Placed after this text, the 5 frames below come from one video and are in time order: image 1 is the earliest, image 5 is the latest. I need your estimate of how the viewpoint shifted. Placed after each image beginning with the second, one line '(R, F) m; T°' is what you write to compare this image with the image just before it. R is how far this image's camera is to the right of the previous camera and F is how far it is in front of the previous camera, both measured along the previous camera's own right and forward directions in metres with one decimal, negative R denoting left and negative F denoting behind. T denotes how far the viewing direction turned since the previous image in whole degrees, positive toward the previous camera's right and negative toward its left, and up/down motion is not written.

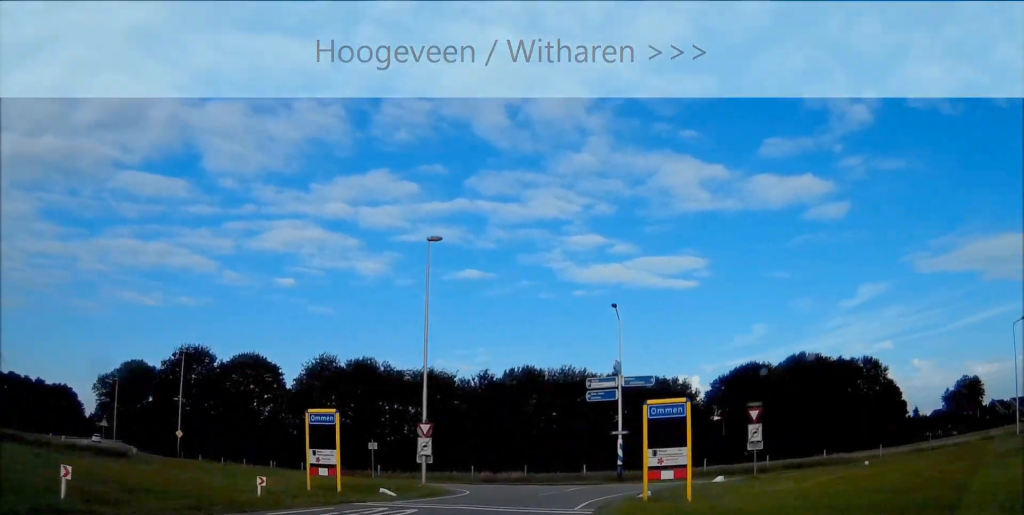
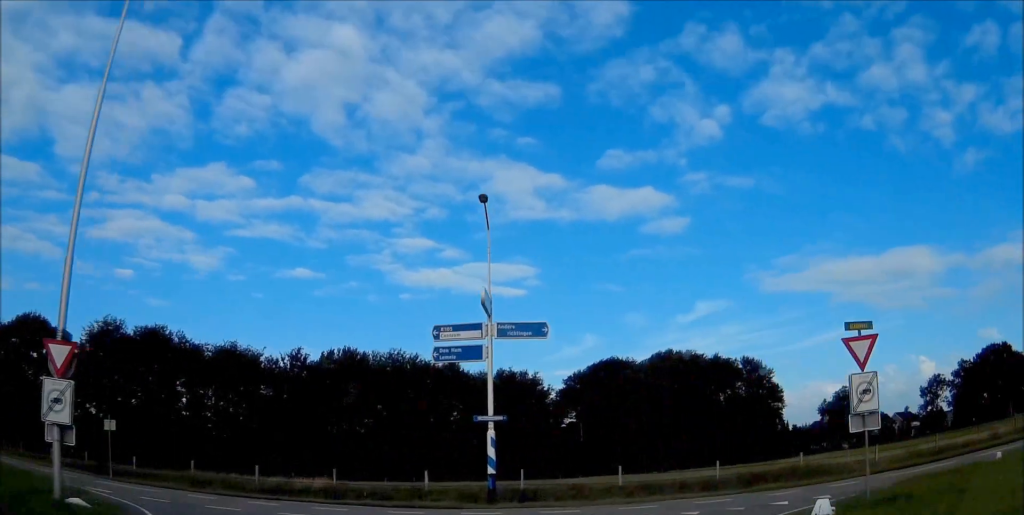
(+2.3, +19.0) m; -12°
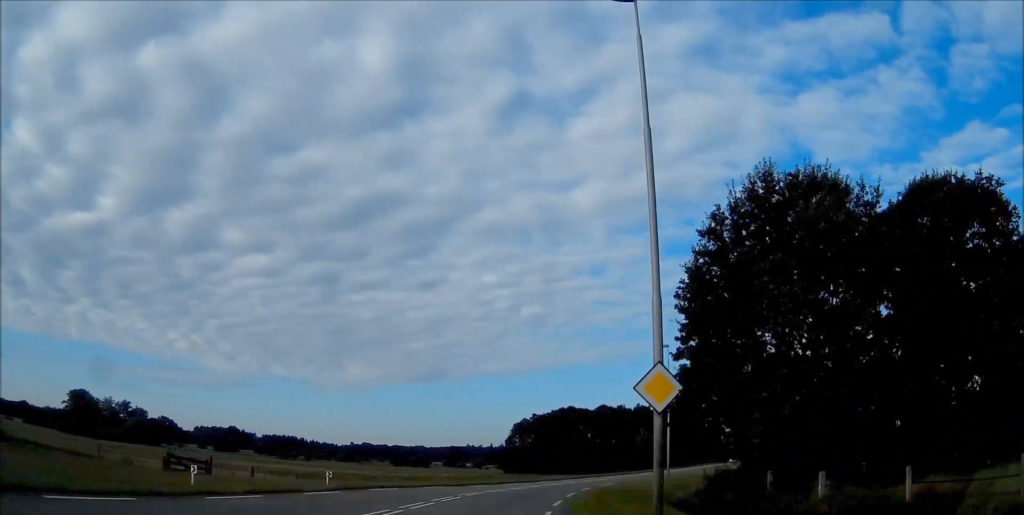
(-20.8, +41.0) m; -32°
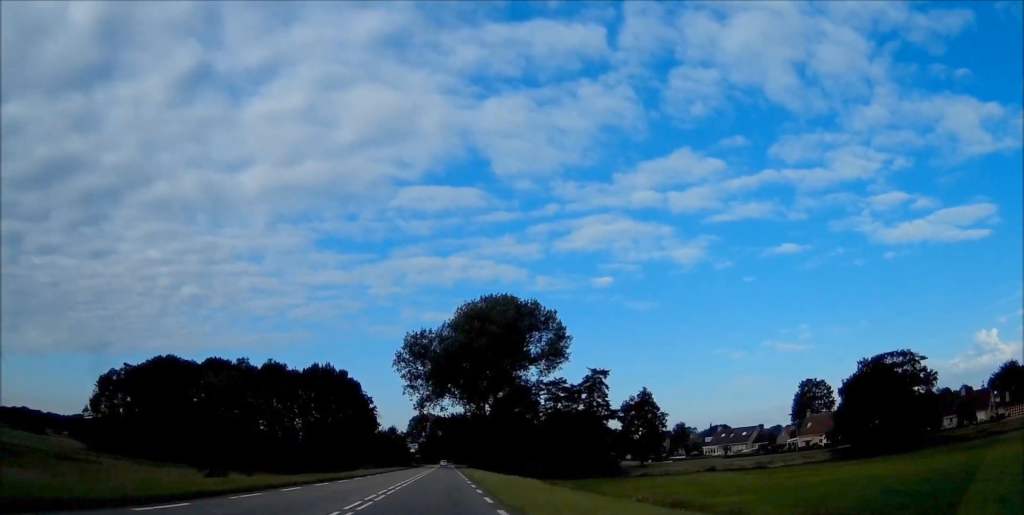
(+16.4, +77.6) m; +18°
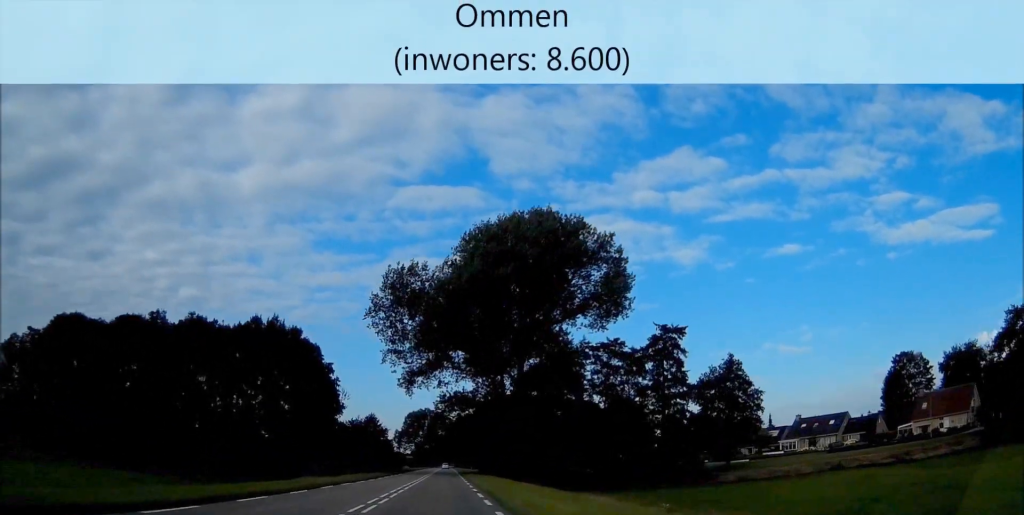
(+0.2, +43.4) m; 0°
